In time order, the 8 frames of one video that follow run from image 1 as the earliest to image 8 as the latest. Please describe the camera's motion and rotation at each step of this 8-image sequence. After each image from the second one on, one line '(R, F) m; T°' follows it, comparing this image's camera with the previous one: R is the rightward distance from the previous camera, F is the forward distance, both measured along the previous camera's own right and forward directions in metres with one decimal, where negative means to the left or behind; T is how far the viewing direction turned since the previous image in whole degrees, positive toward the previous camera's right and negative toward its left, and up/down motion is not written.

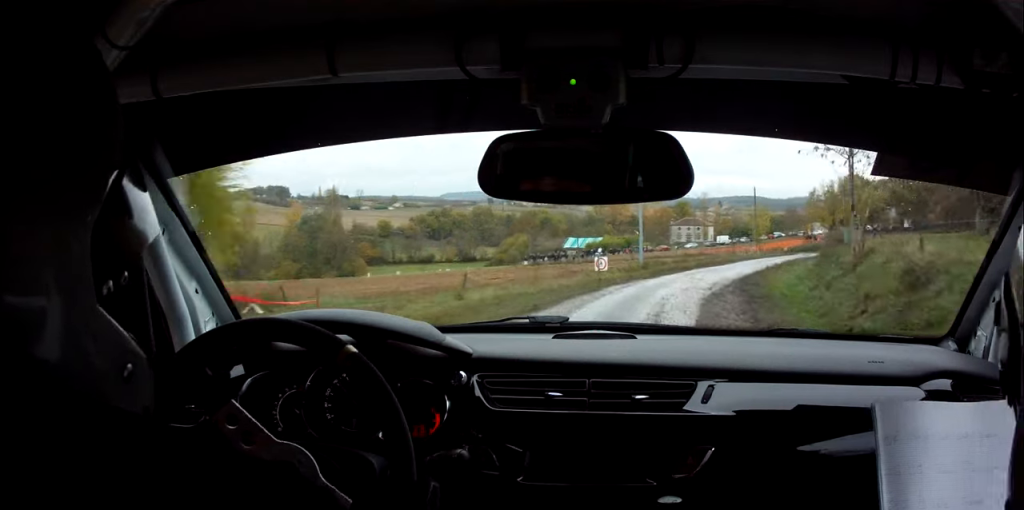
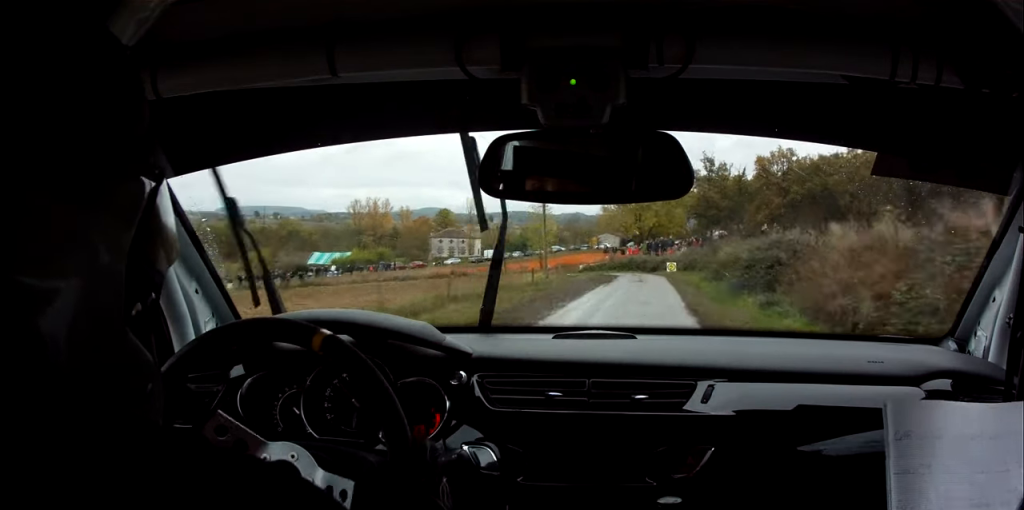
(+3.9, +36.6) m; +12°
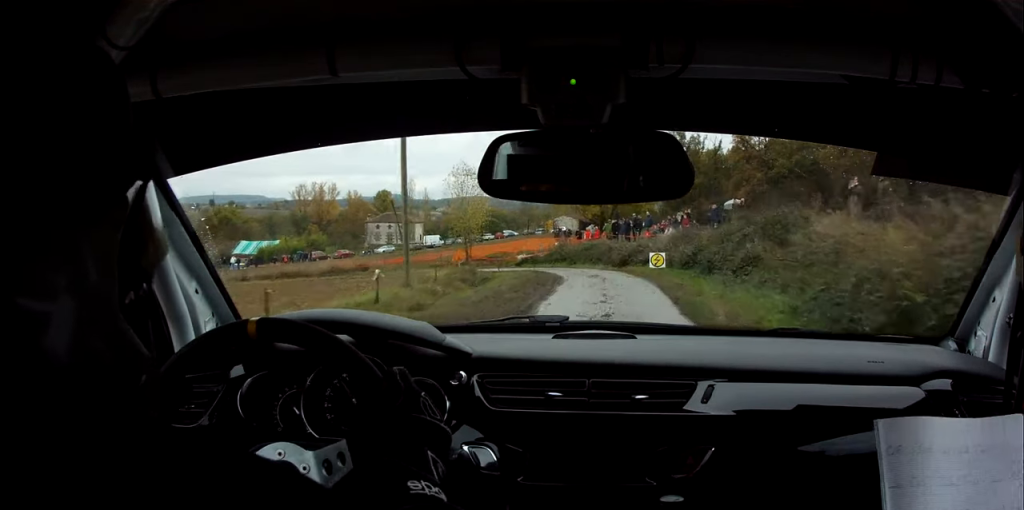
(+0.9, +22.0) m; +3°
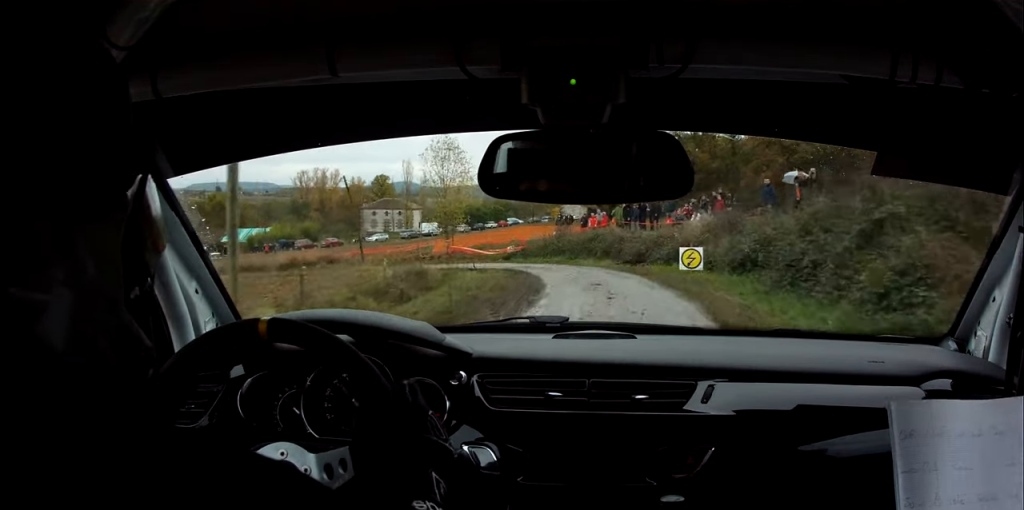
(+0.1, +9.5) m; -2°
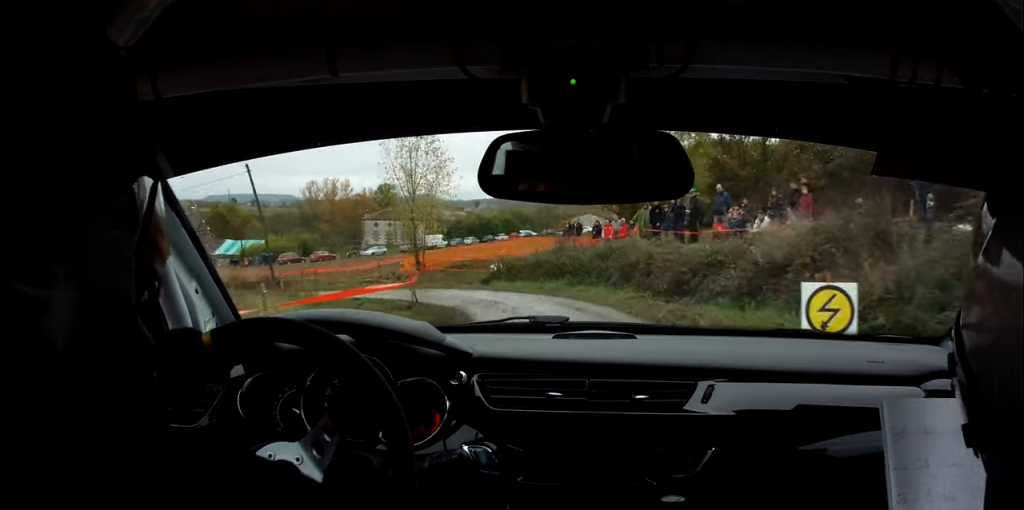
(-0.2, +12.3) m; -6°
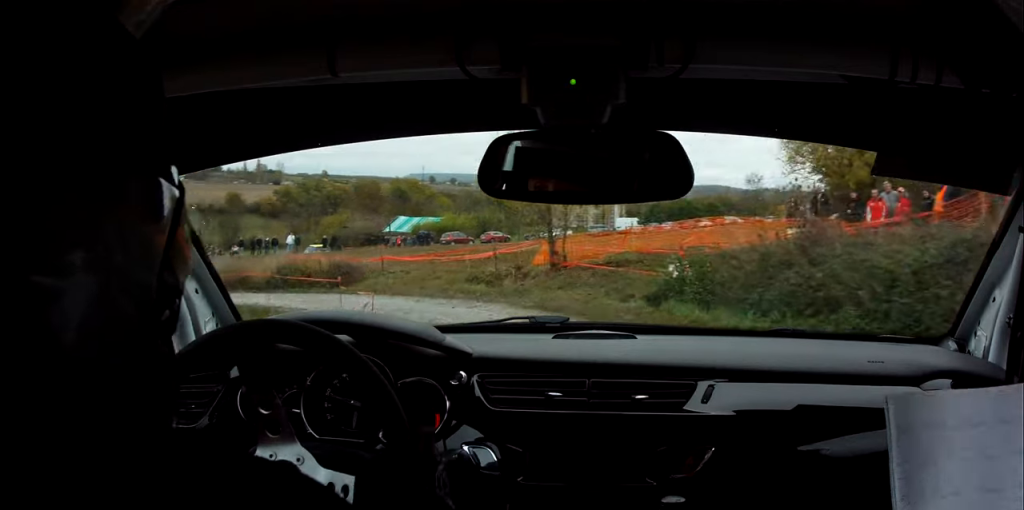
(-2.2, +15.7) m; -18°
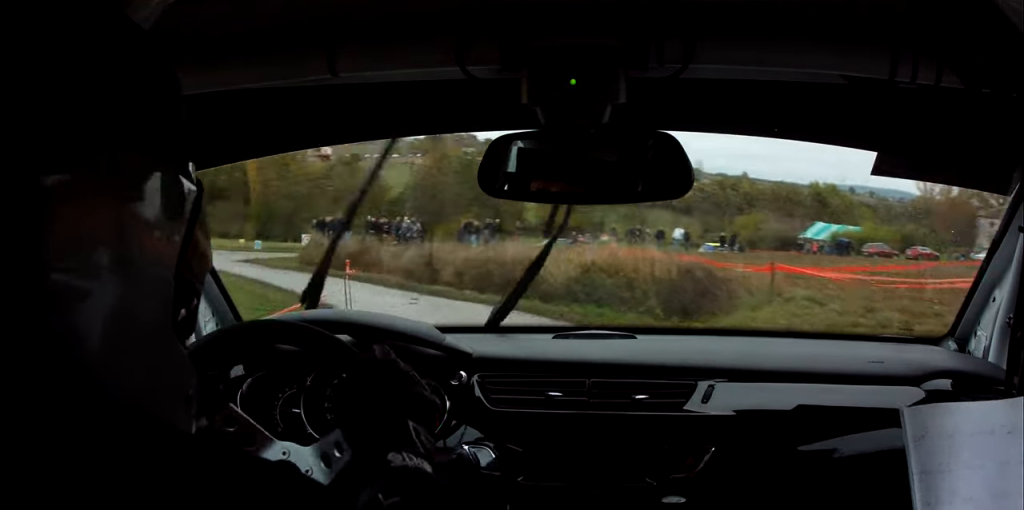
(-2.9, +15.0) m; -25°
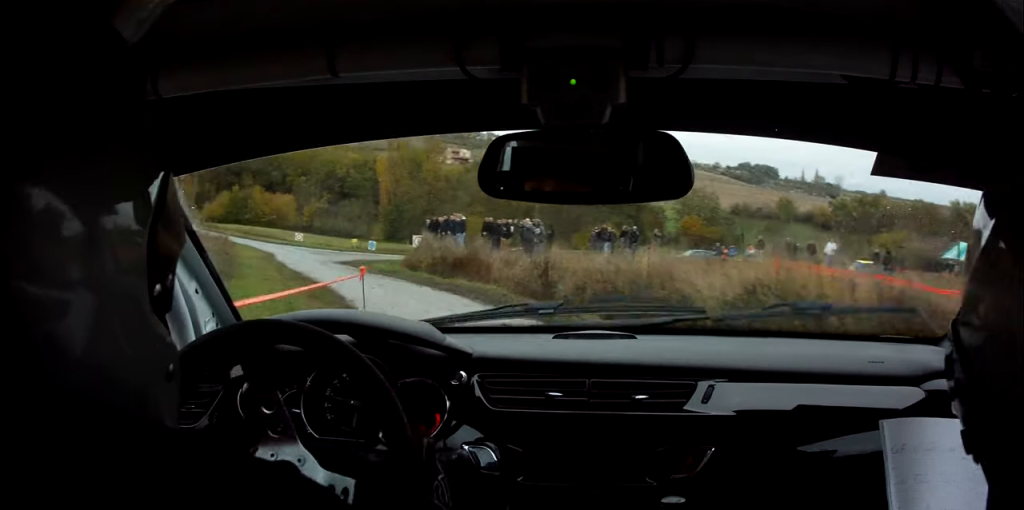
(-0.2, +5.3) m; -8°
